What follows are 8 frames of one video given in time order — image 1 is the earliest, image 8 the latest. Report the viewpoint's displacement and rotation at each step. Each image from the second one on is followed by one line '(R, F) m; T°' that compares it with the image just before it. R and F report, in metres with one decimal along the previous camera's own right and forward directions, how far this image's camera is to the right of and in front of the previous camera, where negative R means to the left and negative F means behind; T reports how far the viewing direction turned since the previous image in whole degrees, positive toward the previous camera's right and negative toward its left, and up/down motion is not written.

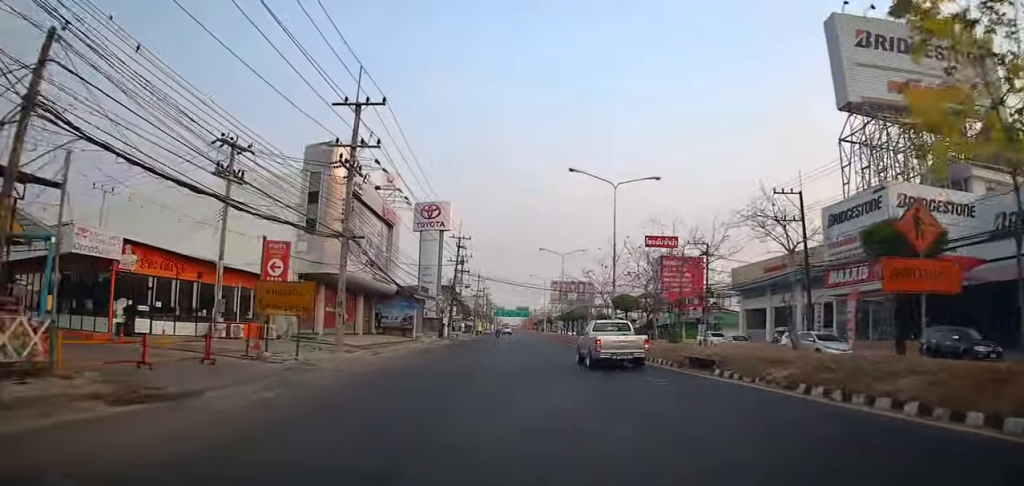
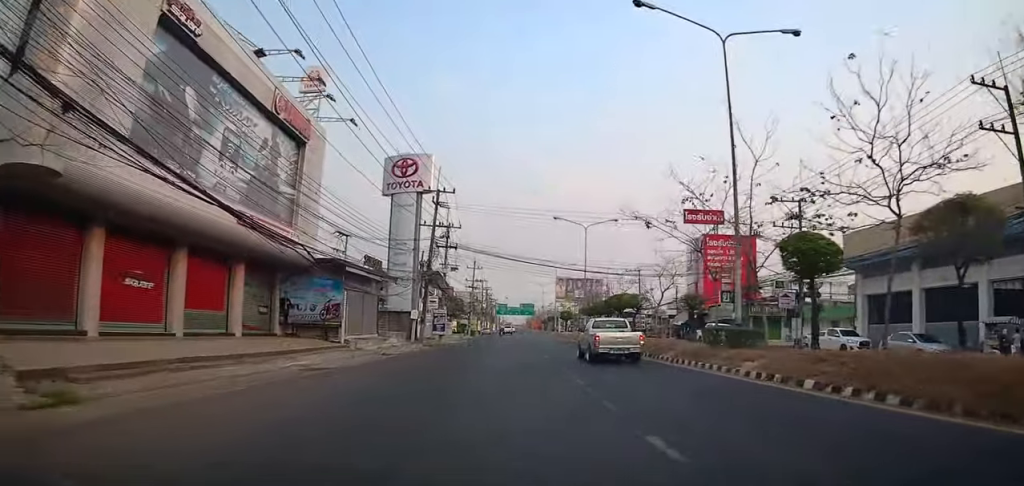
(-1.0, +22.1) m; -3°
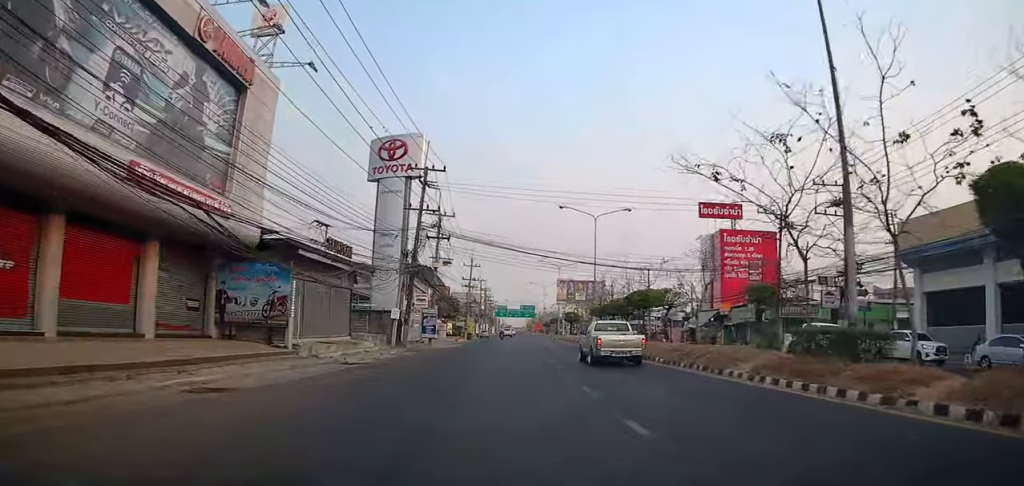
(-0.1, +6.8) m; 0°
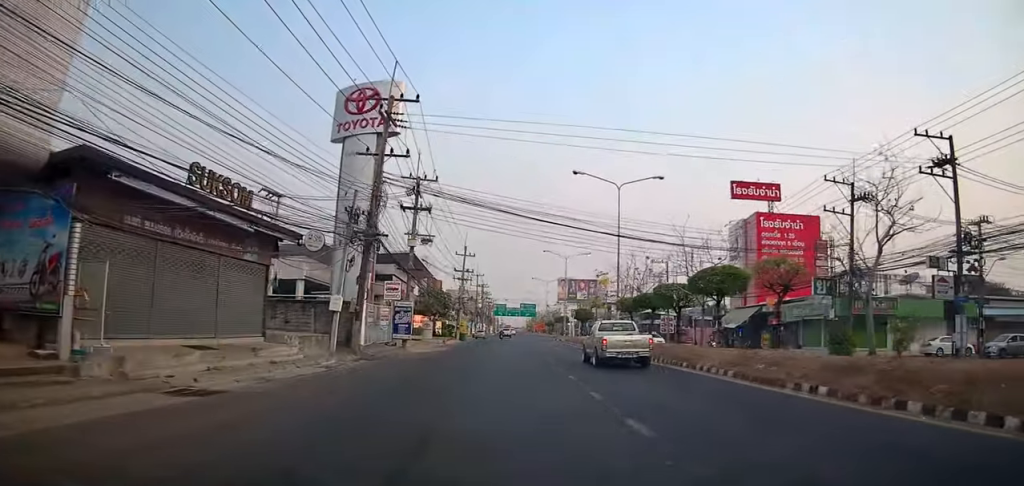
(+0.7, +11.6) m; 0°
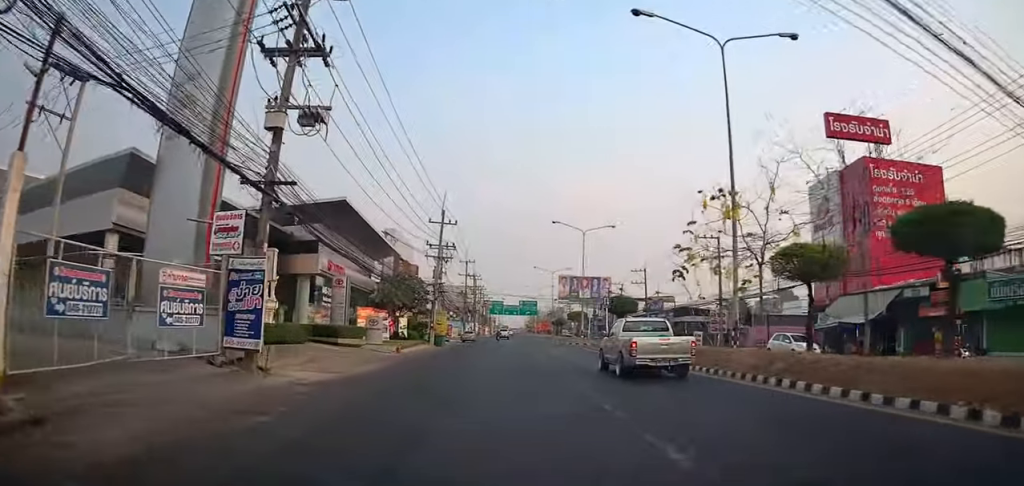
(-0.4, +22.0) m; +2°
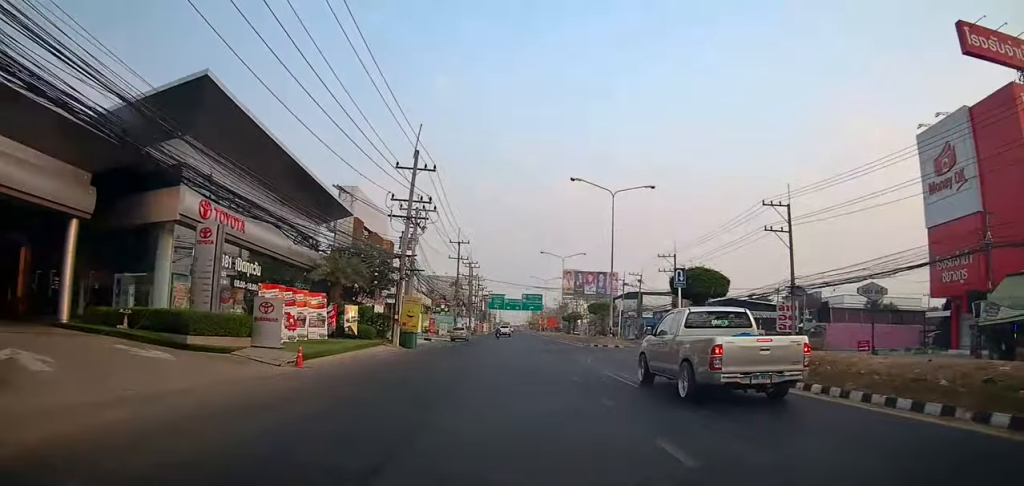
(+0.4, +16.0) m; -1°
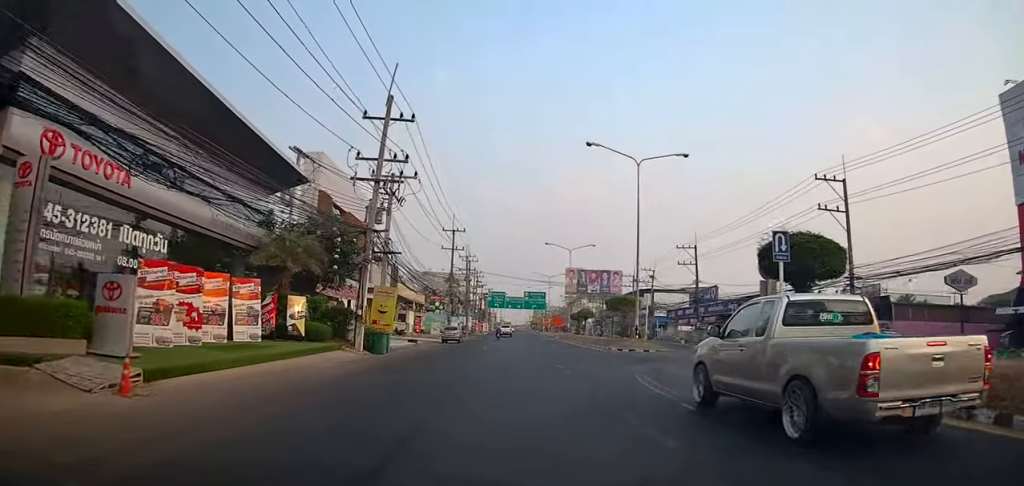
(-0.2, +8.6) m; -1°
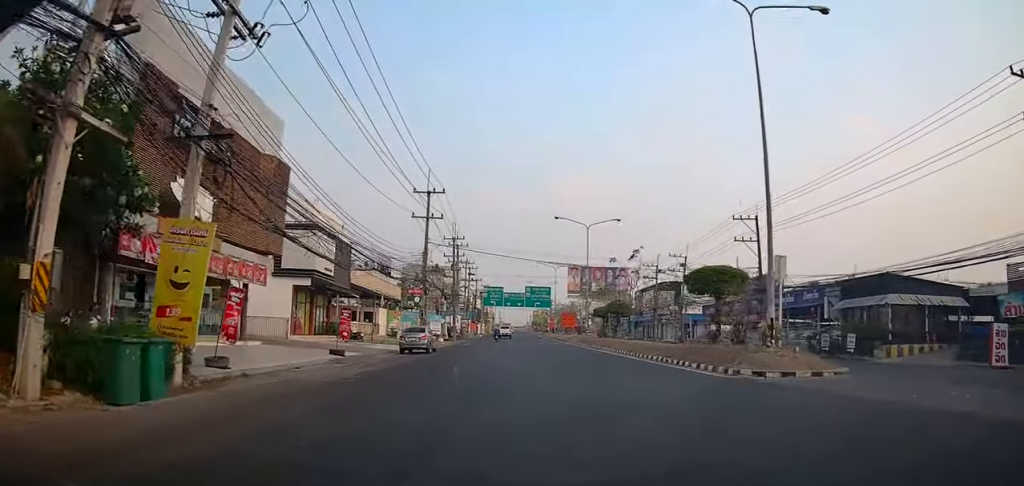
(0.0, +18.8) m; 0°
